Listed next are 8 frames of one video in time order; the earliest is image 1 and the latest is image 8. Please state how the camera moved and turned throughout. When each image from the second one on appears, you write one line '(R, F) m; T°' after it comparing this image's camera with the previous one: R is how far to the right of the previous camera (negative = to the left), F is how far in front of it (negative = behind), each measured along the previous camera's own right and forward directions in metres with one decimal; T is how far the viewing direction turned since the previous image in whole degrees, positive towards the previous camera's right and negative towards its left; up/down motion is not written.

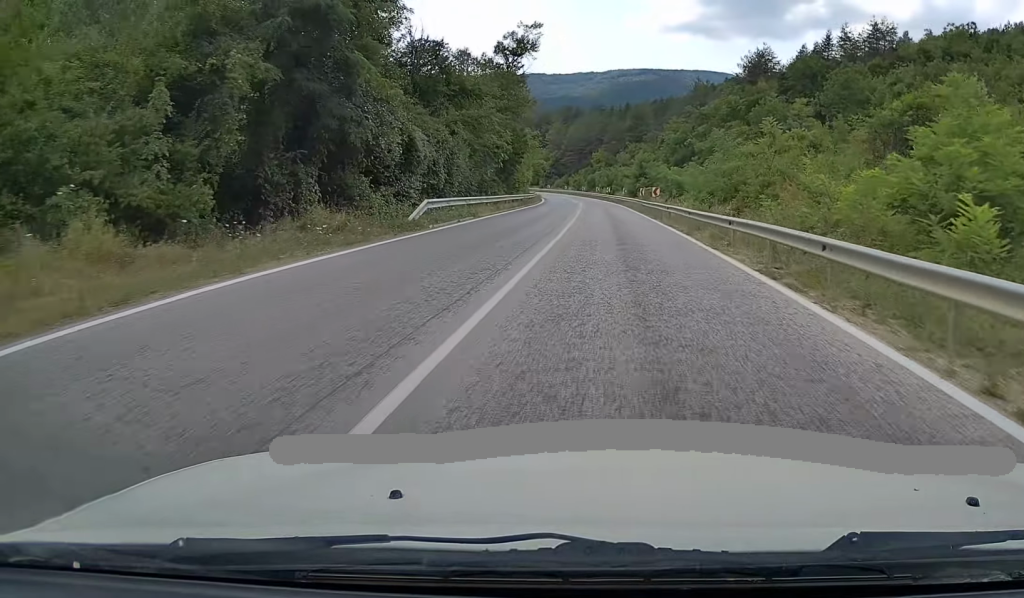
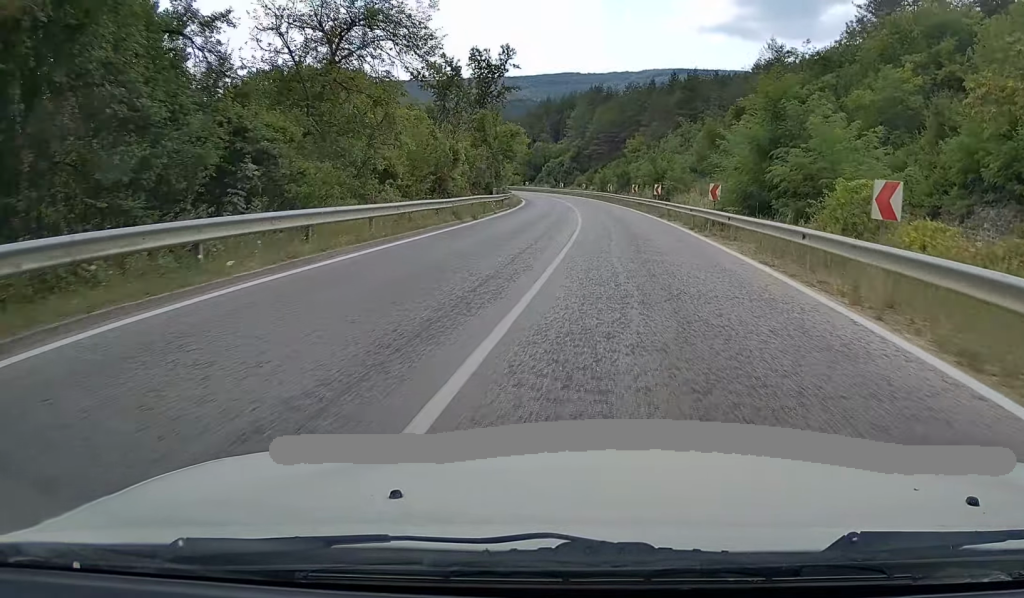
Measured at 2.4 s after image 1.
(-1.8, +53.3) m; -4°
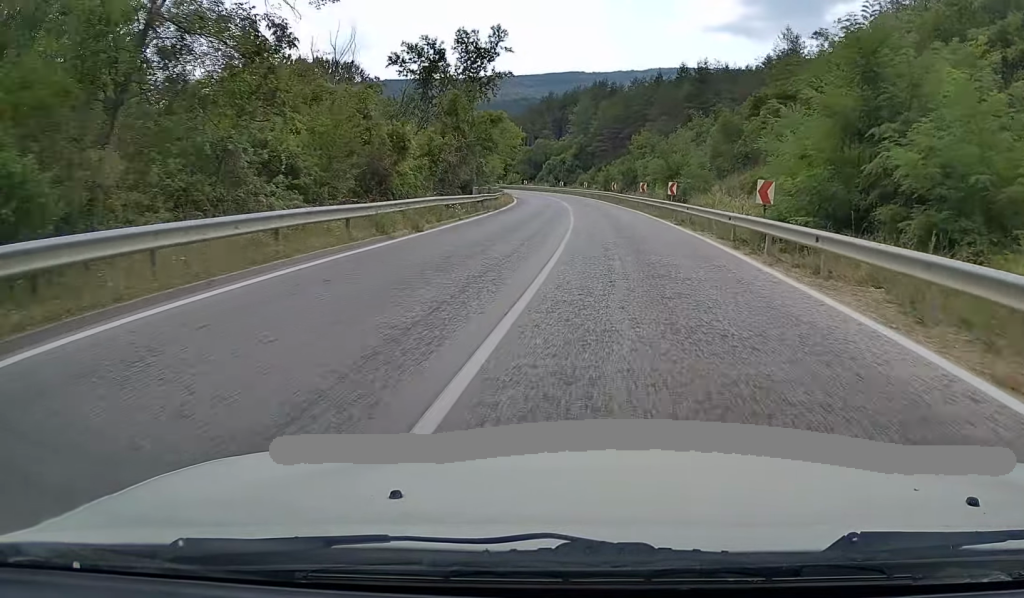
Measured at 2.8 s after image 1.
(-0.3, +9.1) m; 0°
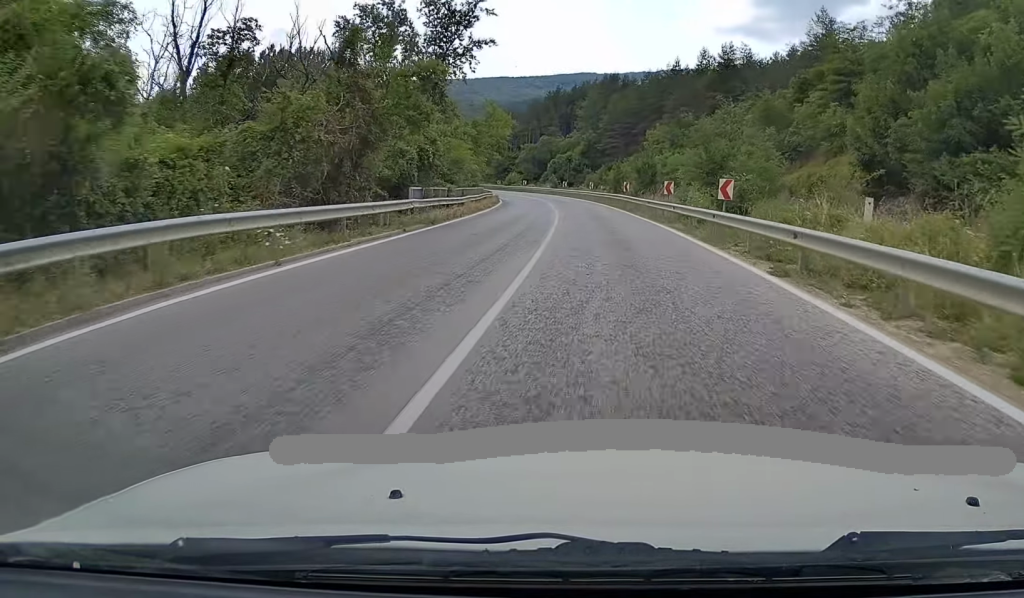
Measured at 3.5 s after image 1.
(0.0, +15.8) m; -1°
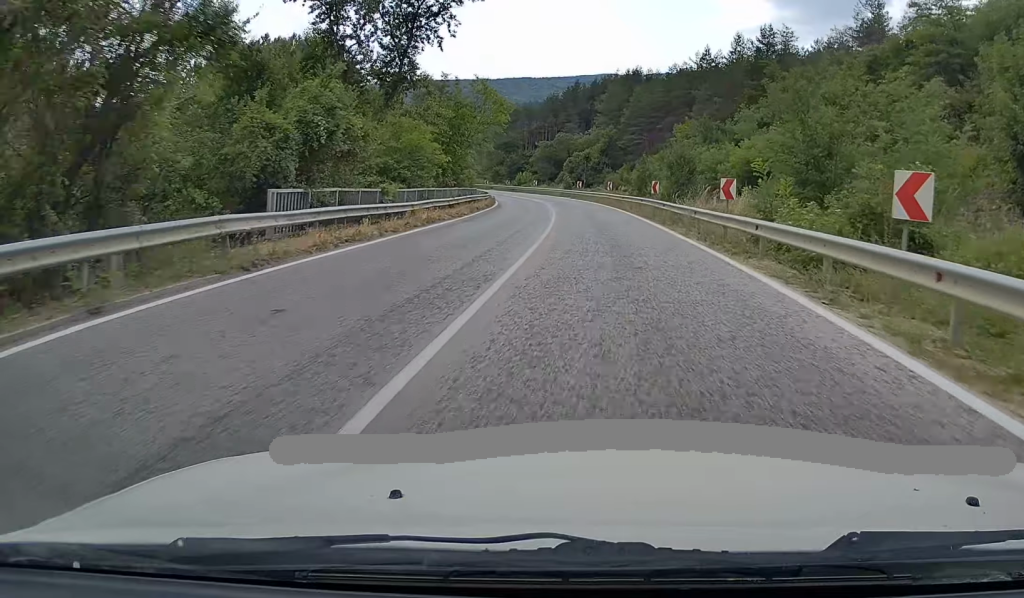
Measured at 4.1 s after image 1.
(+0.3, +13.5) m; -1°
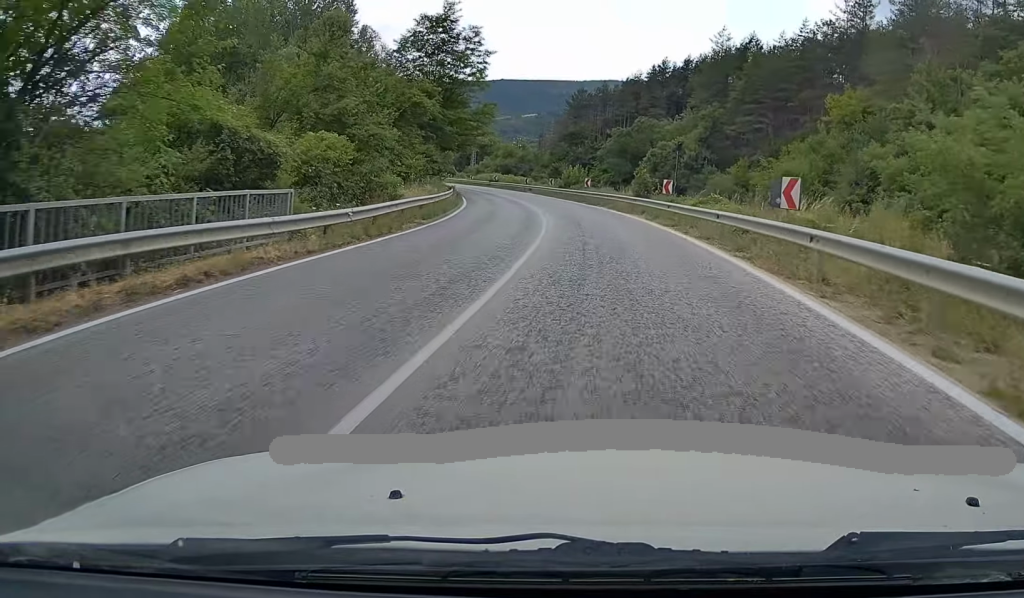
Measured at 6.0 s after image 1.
(-2.5, +42.5) m; -7°
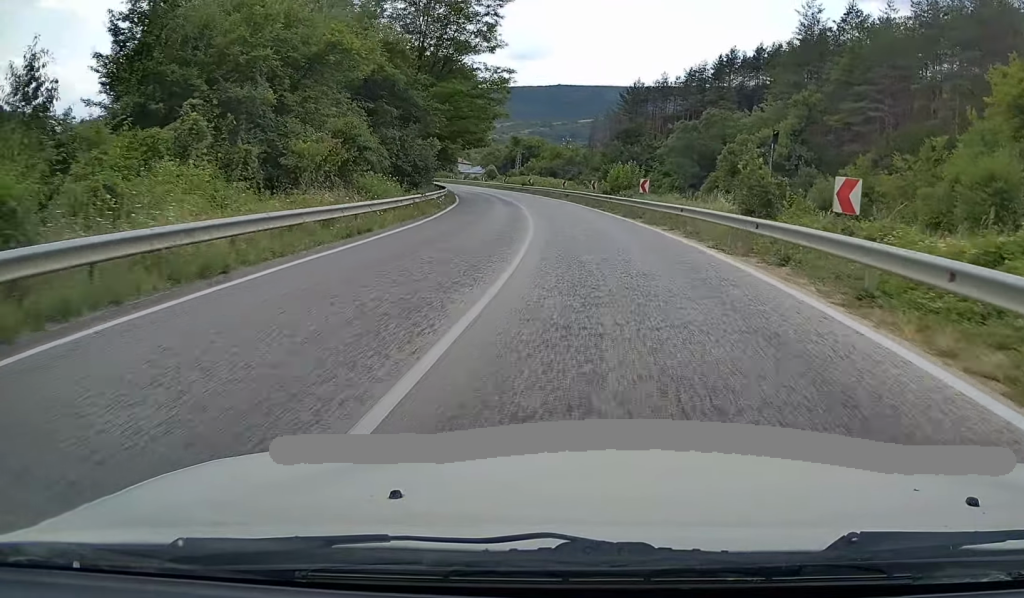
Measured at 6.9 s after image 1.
(-0.9, +20.3) m; -4°
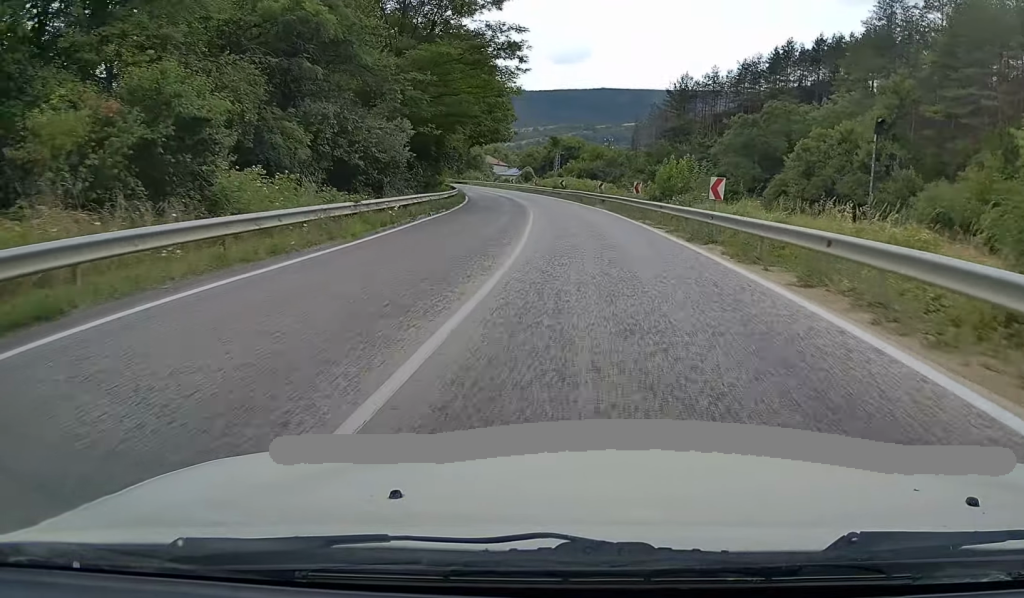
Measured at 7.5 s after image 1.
(-0.4, +12.4) m; -3°
